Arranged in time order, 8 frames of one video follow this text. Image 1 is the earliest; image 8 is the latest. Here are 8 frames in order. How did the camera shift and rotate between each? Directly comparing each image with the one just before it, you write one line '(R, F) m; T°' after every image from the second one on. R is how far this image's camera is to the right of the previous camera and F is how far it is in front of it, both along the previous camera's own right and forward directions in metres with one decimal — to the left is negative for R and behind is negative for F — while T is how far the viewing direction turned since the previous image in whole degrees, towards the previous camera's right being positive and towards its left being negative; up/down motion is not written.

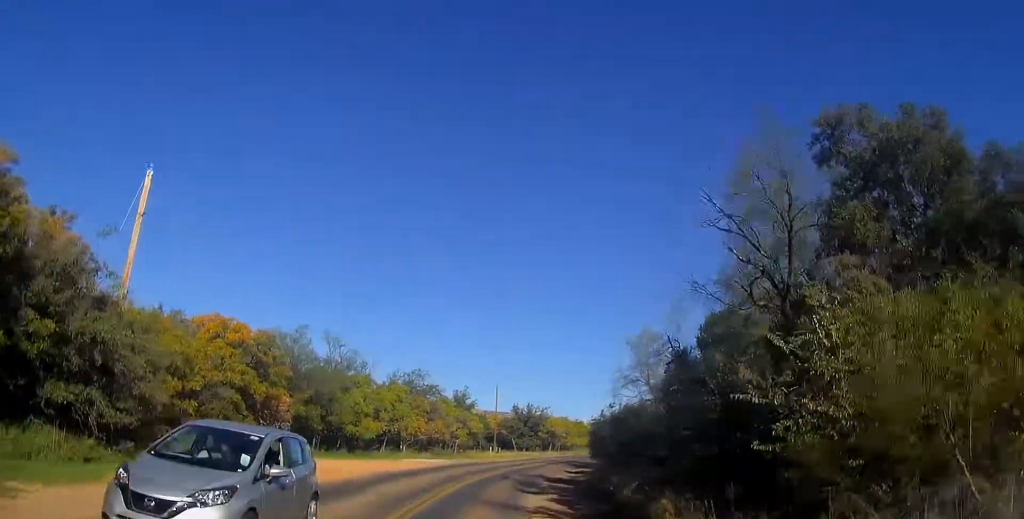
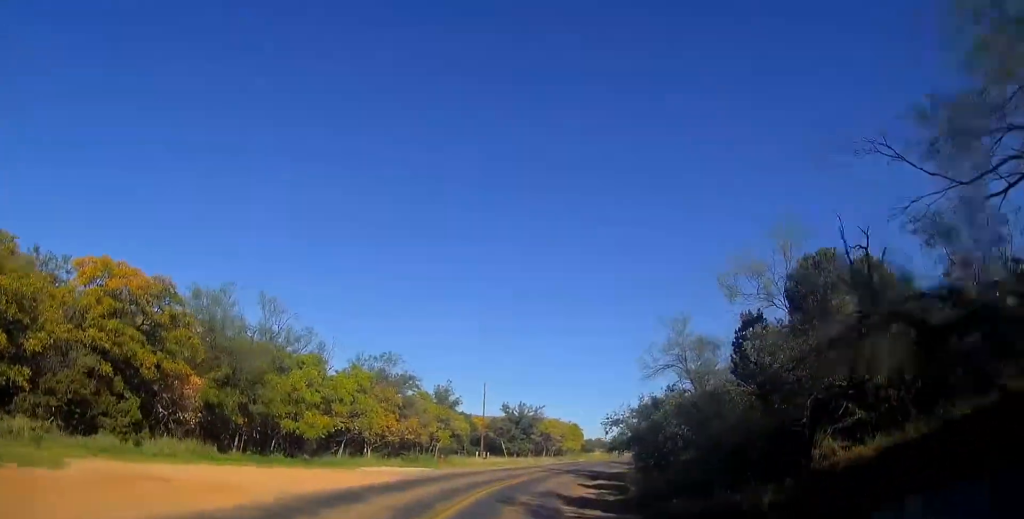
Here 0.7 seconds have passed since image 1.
(+0.1, +10.6) m; +2°
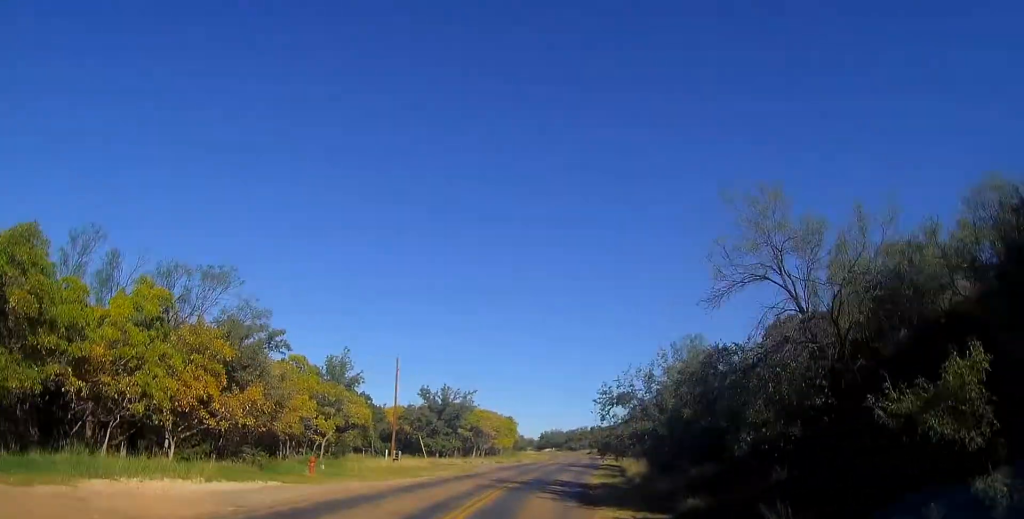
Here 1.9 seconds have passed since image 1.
(+0.6, +17.9) m; +5°
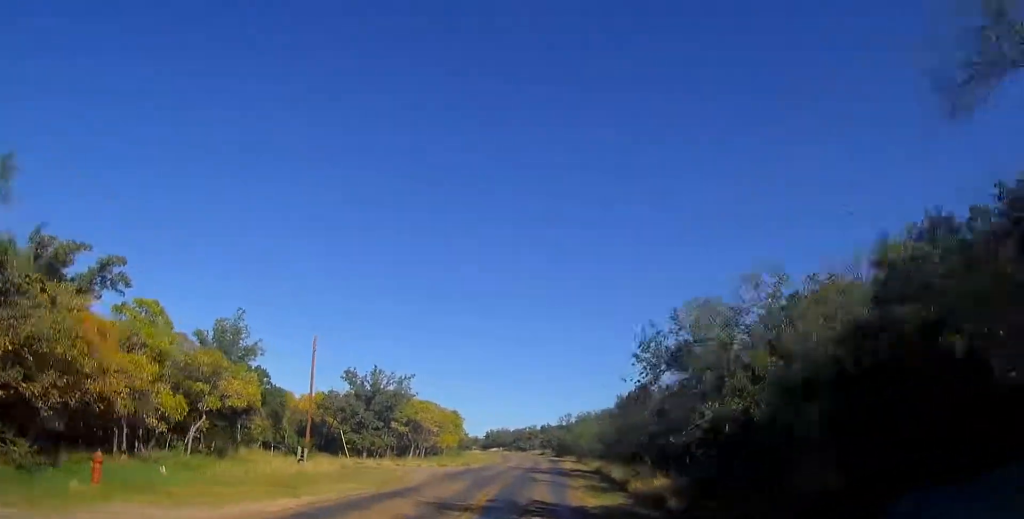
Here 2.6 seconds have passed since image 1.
(+0.4, +10.8) m; +4°
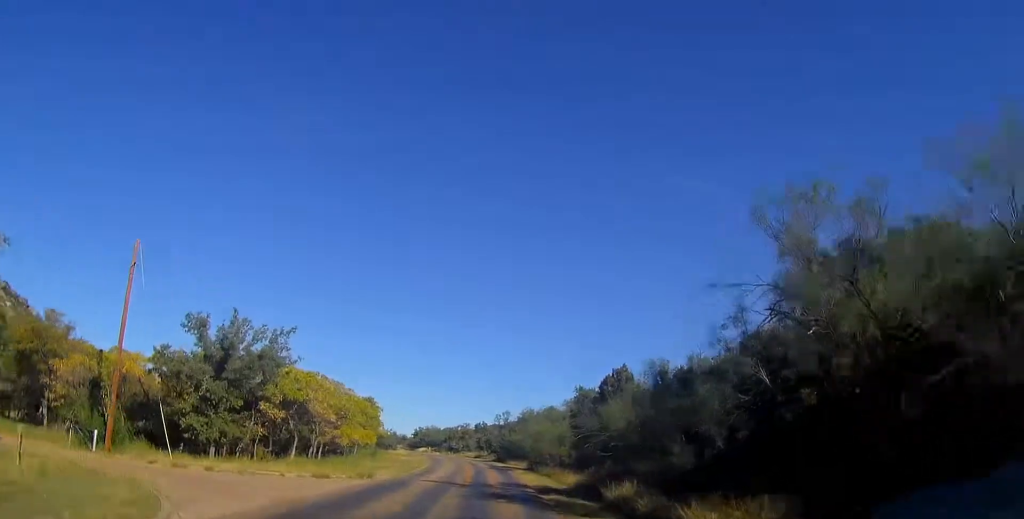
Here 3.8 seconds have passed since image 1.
(+1.0, +17.1) m; +7°
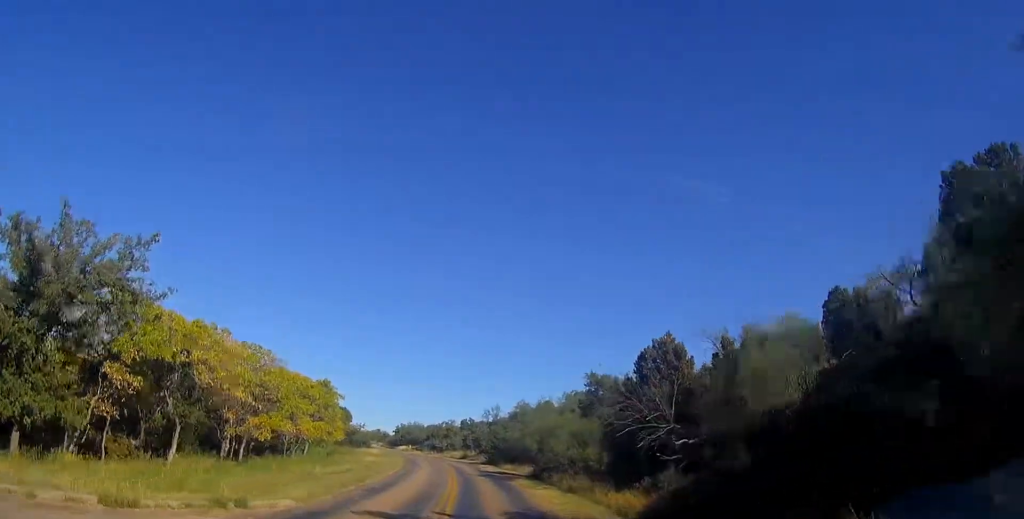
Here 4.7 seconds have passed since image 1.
(+0.6, +13.1) m; +3°
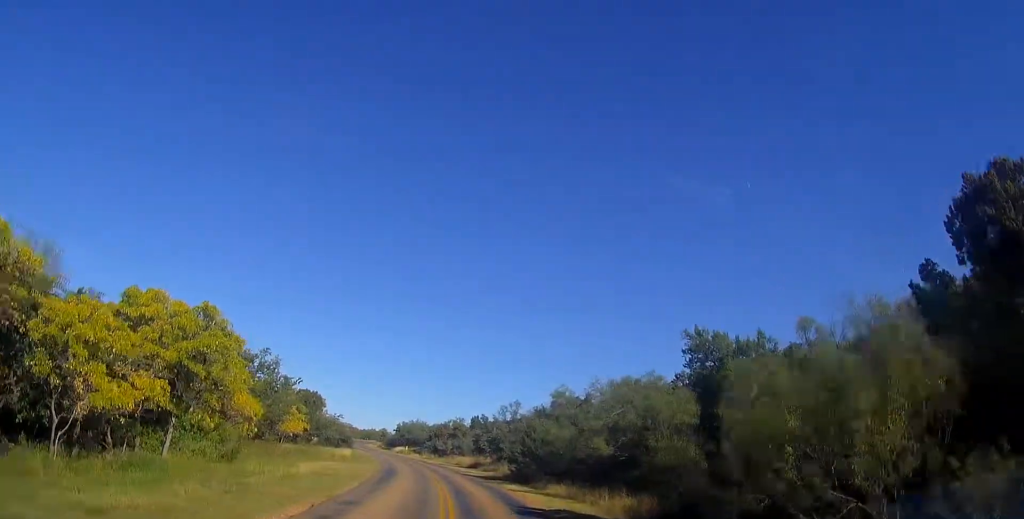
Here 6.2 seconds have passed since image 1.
(-0.2, +22.4) m; -2°
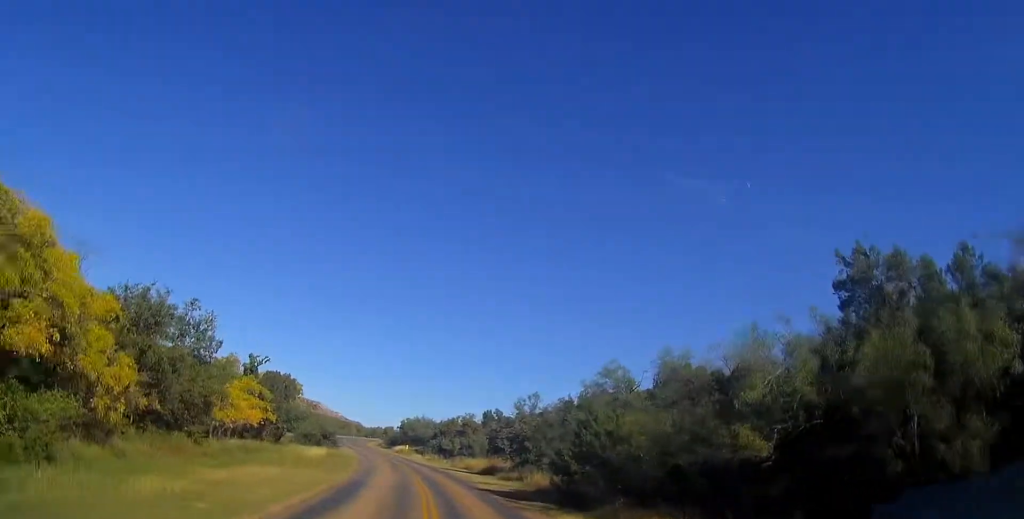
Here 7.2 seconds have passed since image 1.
(0.0, +13.9) m; 0°
